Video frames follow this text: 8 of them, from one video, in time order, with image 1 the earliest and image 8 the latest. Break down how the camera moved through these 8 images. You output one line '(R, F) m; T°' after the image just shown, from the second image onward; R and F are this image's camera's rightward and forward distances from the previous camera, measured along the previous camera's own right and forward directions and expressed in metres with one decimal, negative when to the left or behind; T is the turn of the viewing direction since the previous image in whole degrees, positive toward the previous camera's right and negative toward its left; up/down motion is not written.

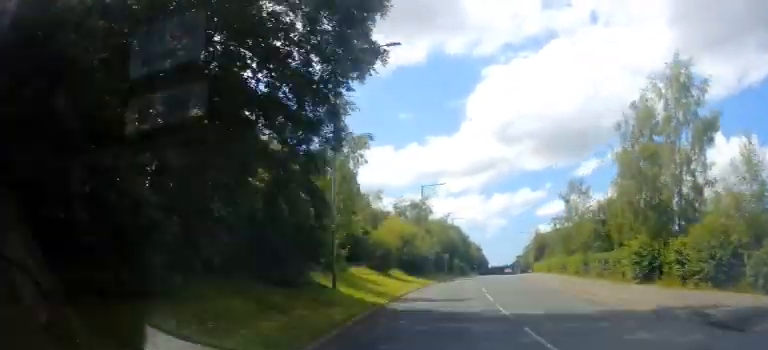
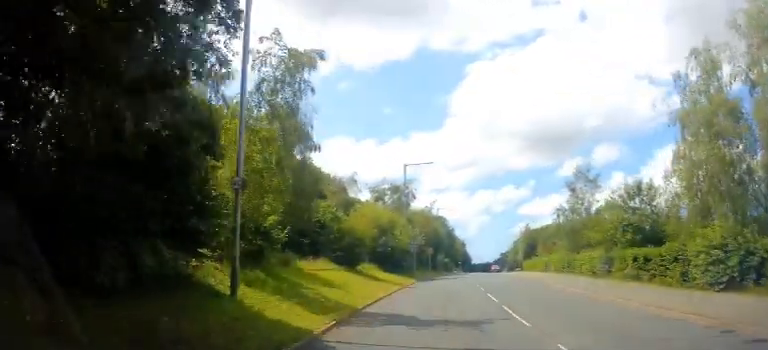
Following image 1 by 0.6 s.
(+0.1, +8.5) m; +2°
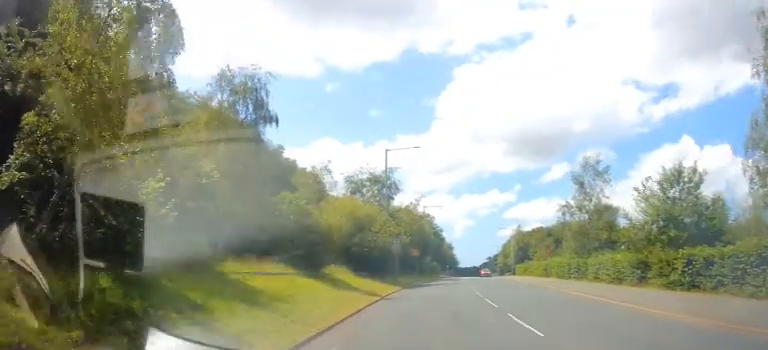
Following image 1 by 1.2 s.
(0.0, +7.2) m; +2°
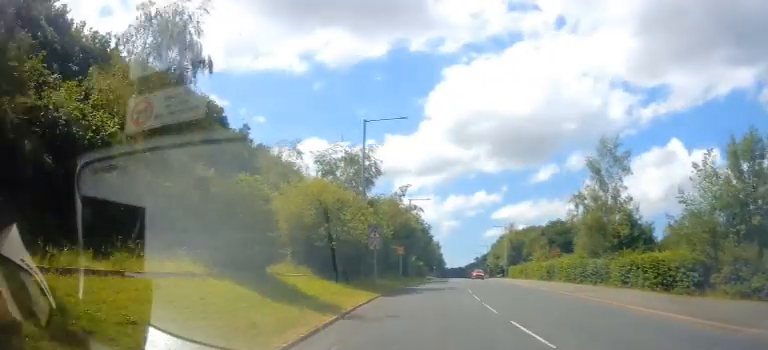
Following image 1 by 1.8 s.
(+0.2, +7.6) m; +3°
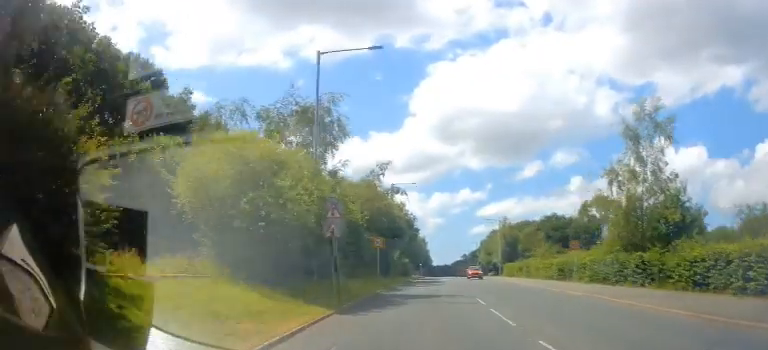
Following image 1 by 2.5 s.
(+0.4, +9.5) m; +2°
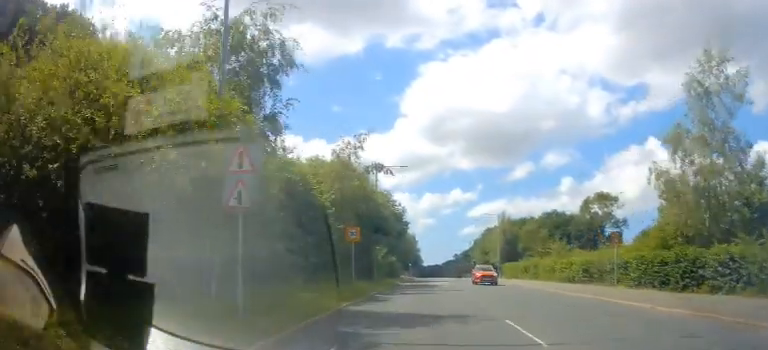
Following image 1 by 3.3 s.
(+0.2, +9.3) m; +1°
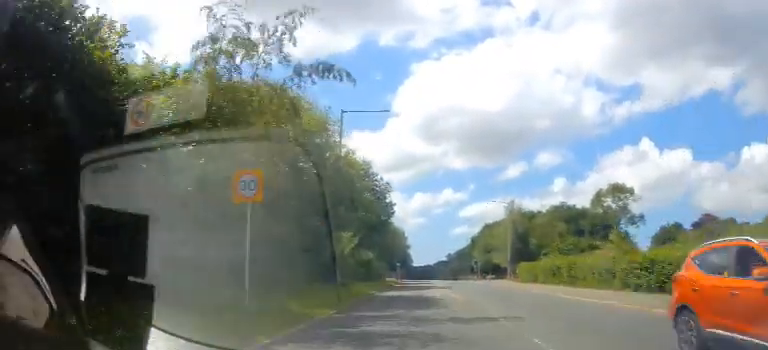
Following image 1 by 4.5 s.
(+0.1, +15.1) m; +2°
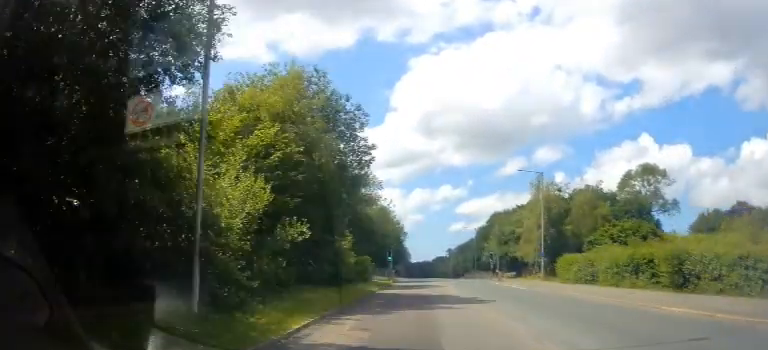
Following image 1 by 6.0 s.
(+0.3, +17.1) m; +1°
